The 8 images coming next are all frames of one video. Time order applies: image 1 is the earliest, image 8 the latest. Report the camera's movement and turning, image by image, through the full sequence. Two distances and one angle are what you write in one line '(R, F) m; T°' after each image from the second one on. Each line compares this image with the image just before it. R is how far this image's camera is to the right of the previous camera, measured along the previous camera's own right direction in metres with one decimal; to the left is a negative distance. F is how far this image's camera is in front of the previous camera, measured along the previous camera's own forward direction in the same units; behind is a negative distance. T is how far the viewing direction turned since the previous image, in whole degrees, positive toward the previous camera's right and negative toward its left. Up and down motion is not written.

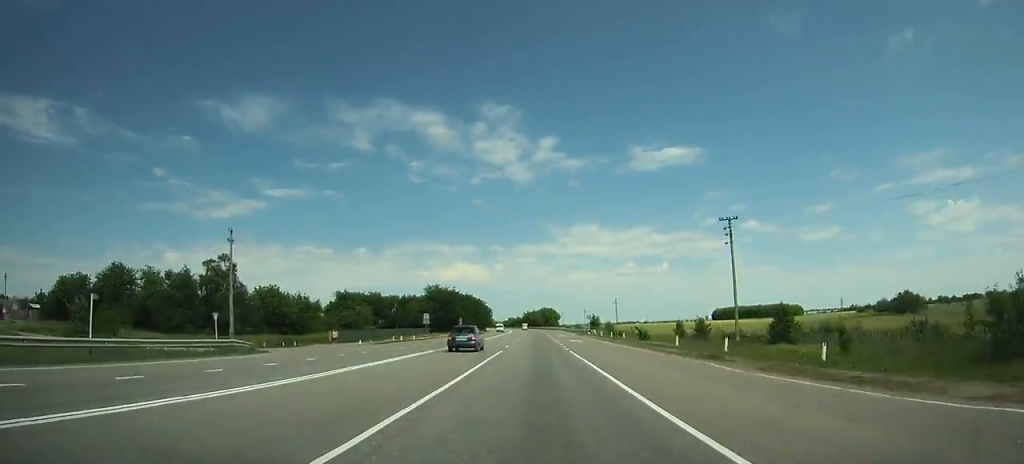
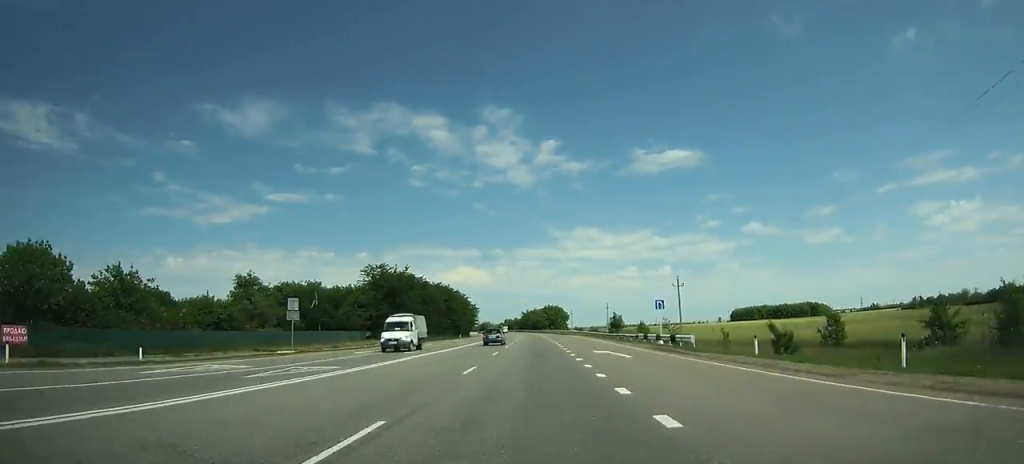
(+0.1, +54.4) m; 0°
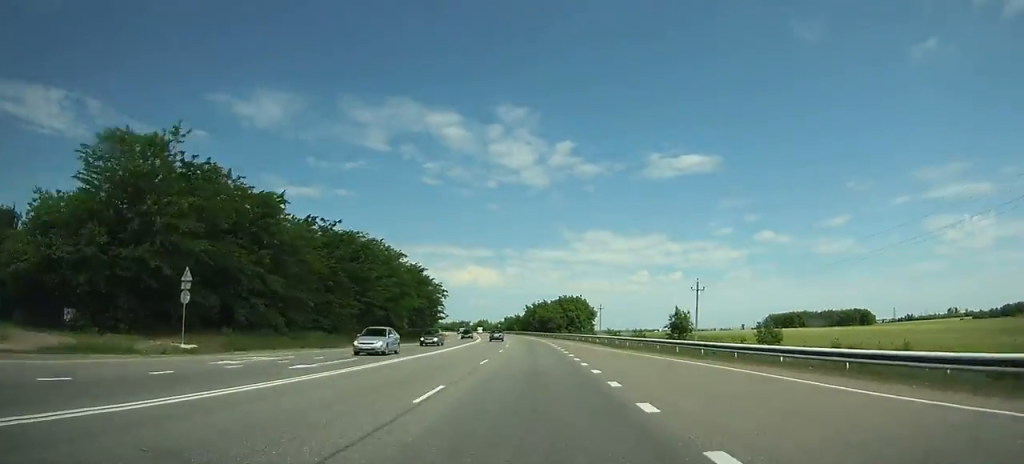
(-0.3, +63.6) m; -1°
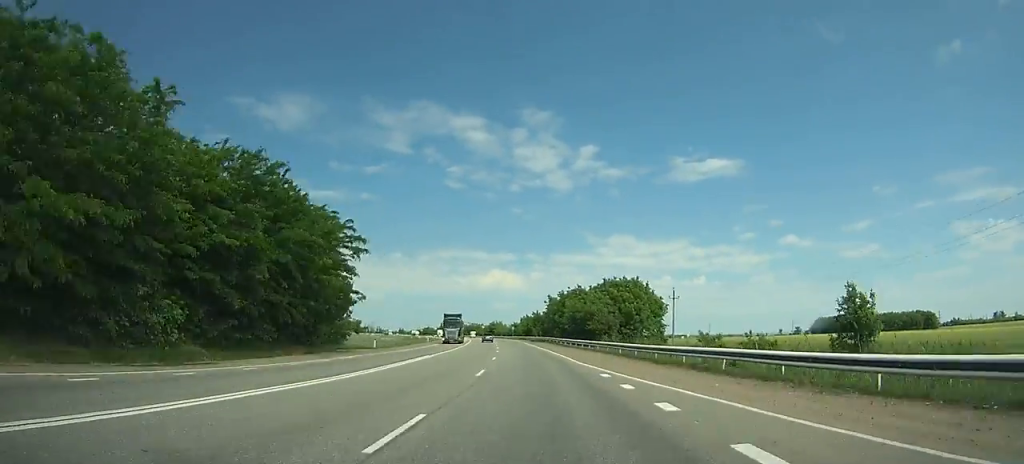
(-0.5, +48.2) m; -2°
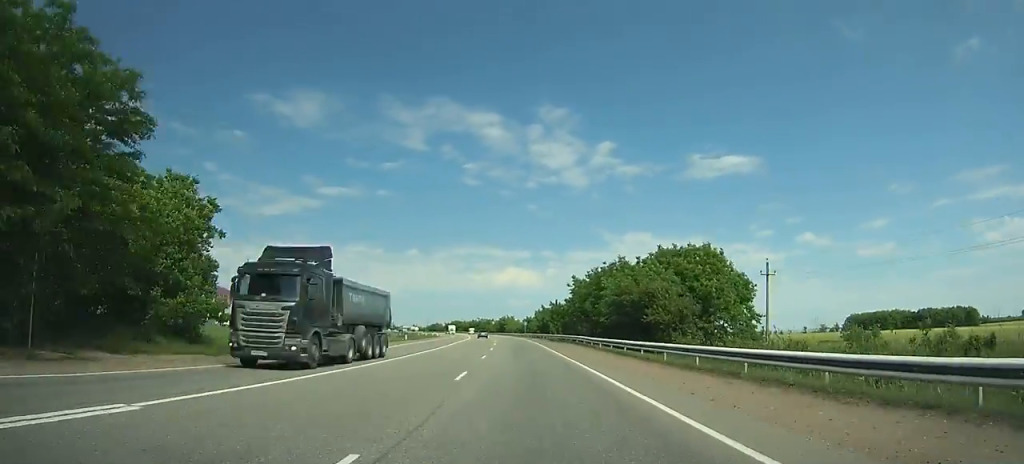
(-0.1, +26.6) m; -1°
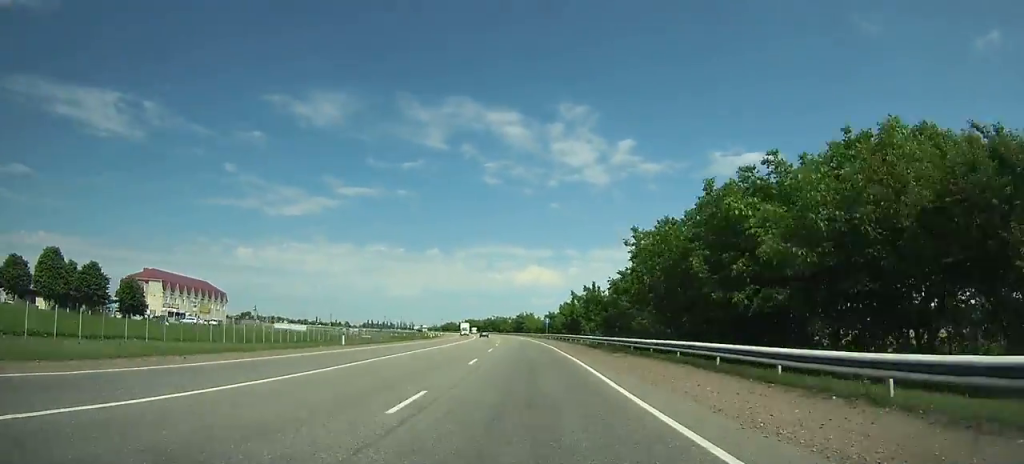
(-0.4, +29.2) m; -2°
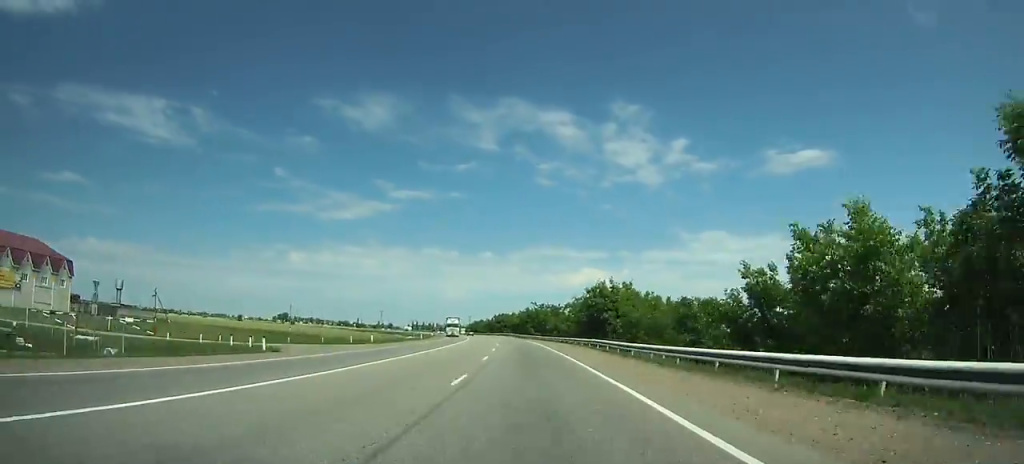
(-4.9, +101.8) m; -5°
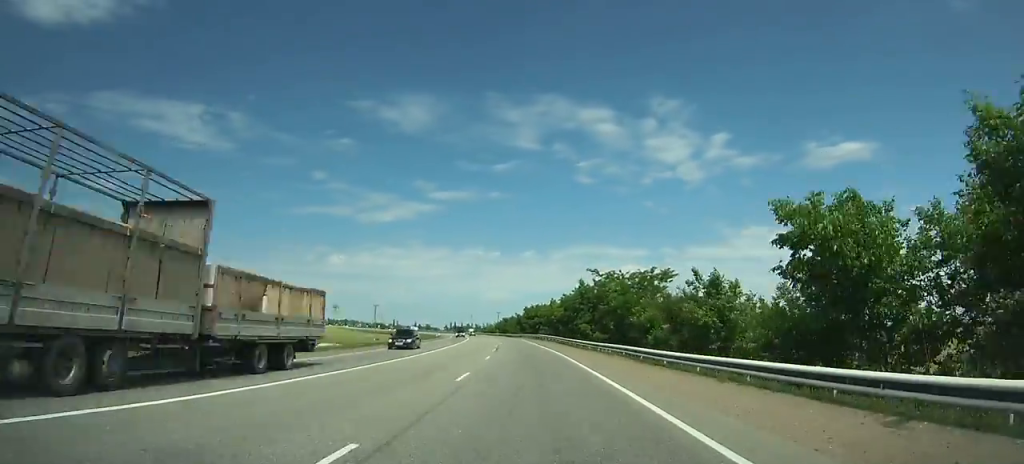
(-1.8, +58.2) m; -4°
